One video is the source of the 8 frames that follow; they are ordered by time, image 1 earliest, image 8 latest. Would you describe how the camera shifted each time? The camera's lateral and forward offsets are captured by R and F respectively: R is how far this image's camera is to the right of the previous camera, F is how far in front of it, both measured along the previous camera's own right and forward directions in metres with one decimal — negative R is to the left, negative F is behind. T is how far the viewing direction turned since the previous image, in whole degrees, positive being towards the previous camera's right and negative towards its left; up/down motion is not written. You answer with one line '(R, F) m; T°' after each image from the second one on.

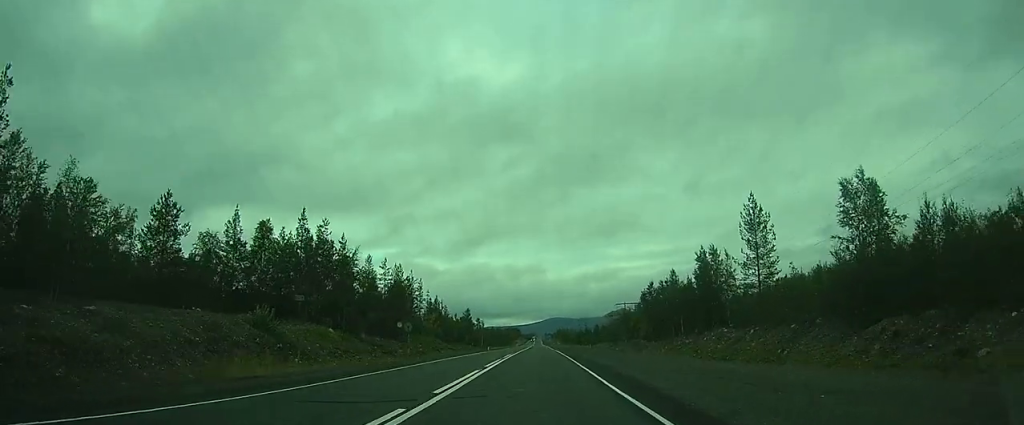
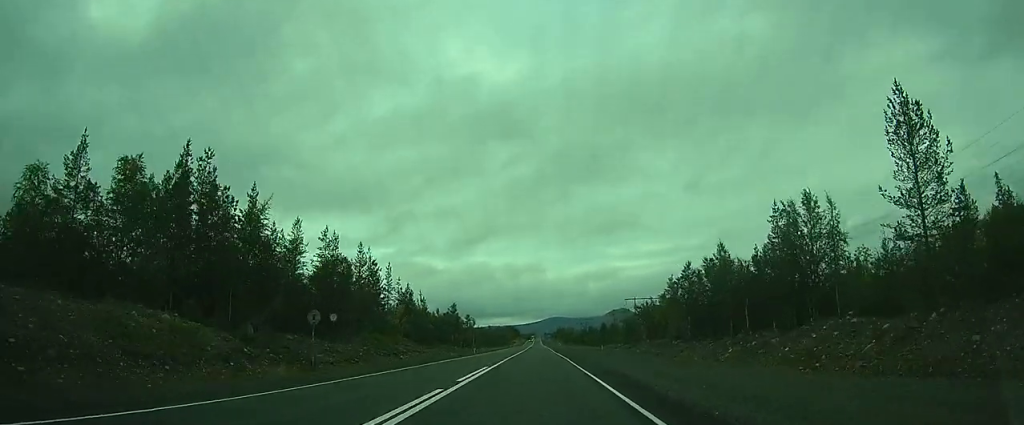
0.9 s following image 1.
(+0.1, +19.9) m; 0°
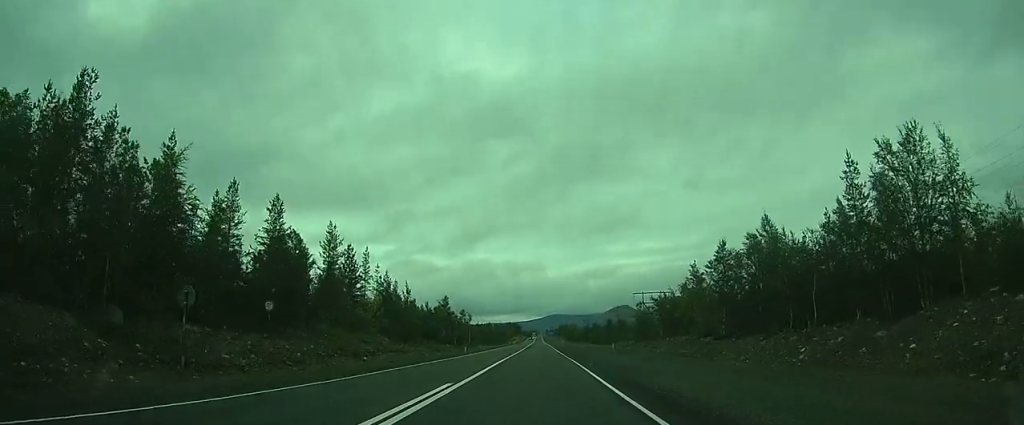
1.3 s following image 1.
(0.0, +10.7) m; 0°
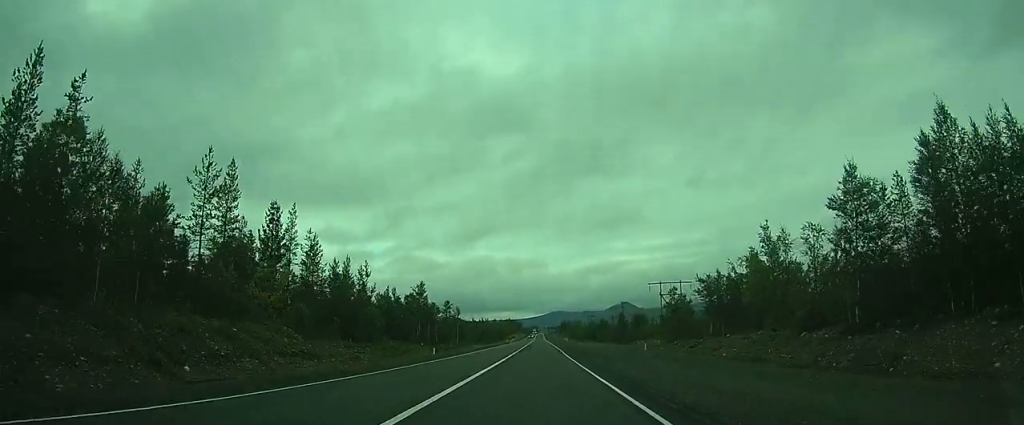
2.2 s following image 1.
(-0.2, +20.6) m; 0°
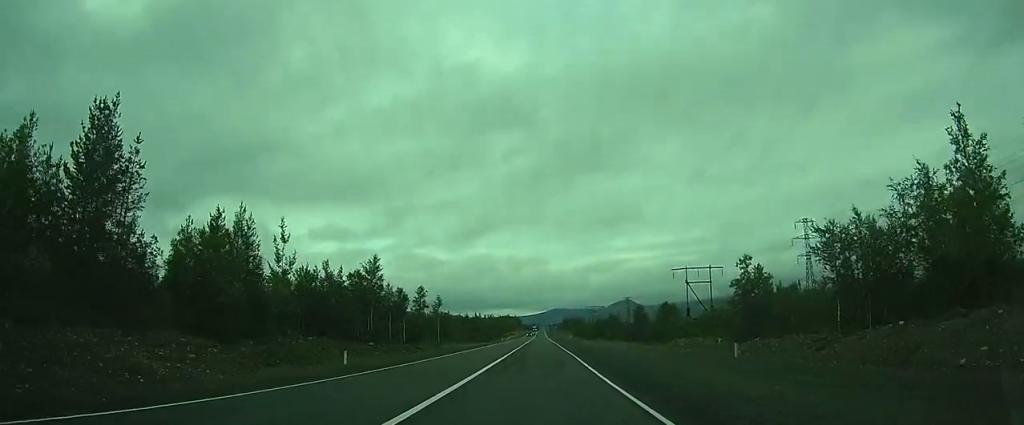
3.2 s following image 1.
(0.0, +22.0) m; 0°
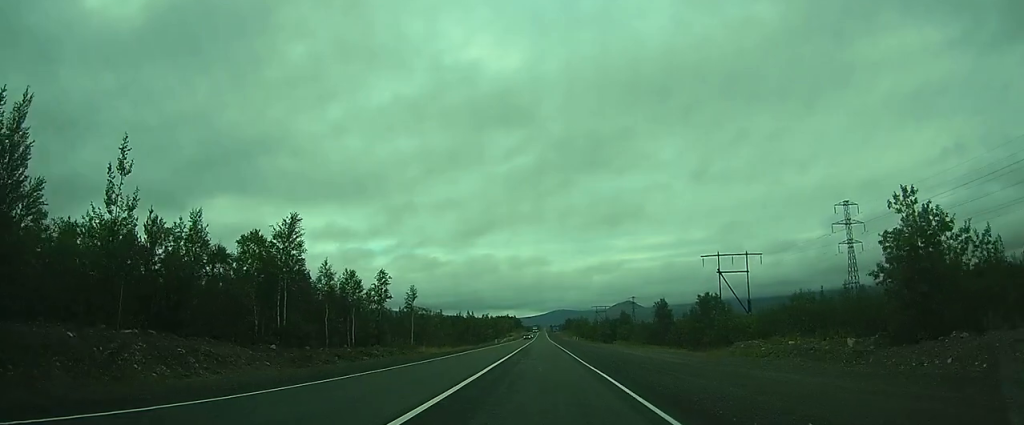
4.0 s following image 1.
(0.0, +18.8) m; +1°
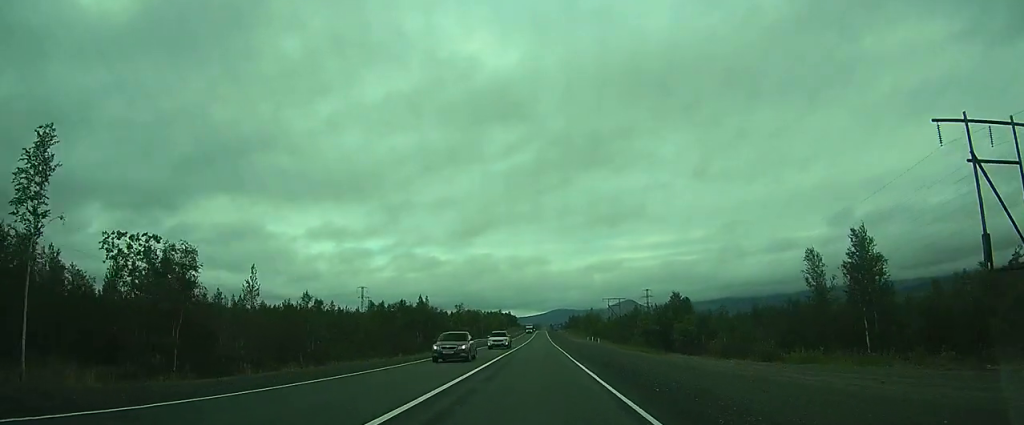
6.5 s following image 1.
(+1.7, +53.5) m; +2°
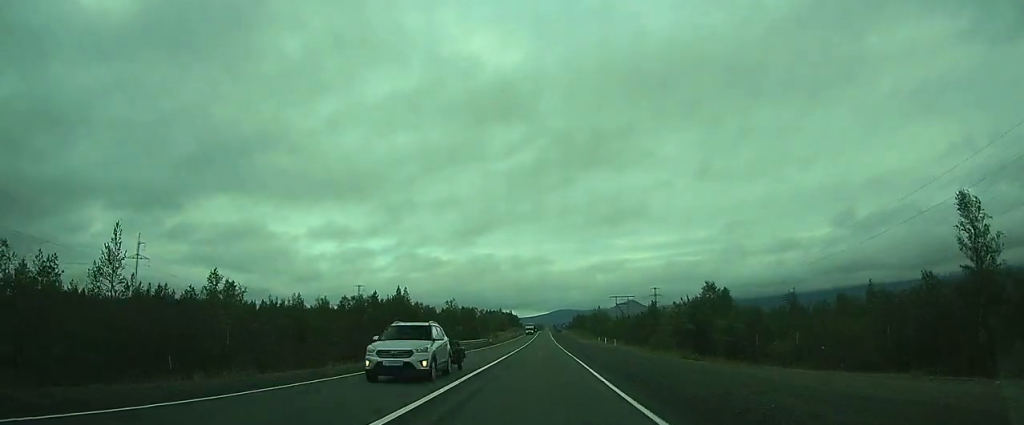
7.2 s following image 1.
(-0.1, +14.7) m; -1°
